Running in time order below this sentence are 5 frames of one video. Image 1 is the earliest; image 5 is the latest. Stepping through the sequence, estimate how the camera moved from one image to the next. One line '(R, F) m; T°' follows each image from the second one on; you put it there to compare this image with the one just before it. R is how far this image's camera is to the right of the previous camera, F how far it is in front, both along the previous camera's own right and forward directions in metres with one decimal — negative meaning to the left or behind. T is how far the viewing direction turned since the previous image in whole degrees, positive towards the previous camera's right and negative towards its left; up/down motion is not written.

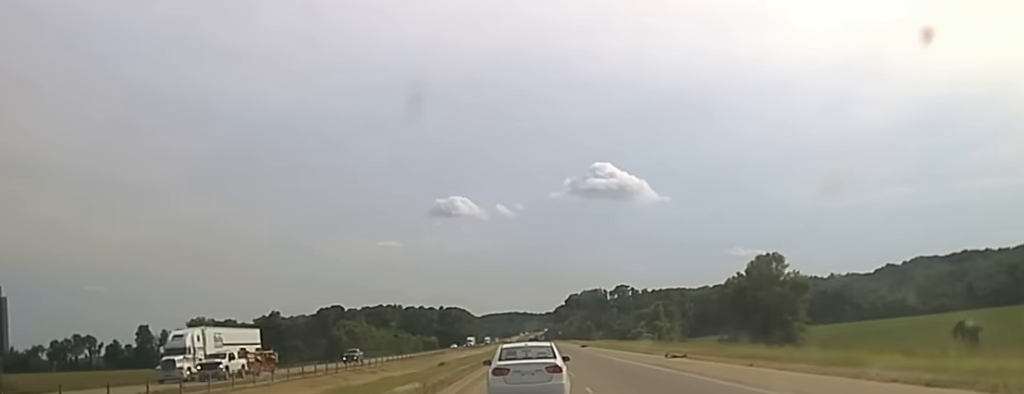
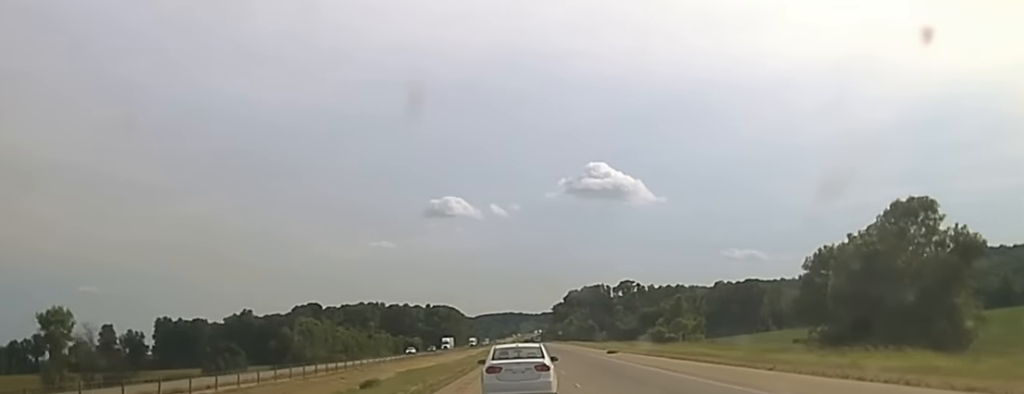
(+0.2, +55.3) m; 0°
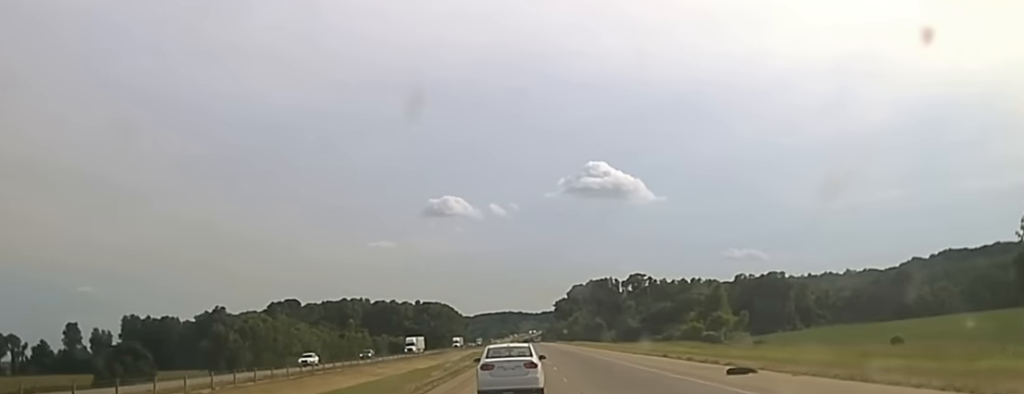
(-0.1, +53.9) m; -1°
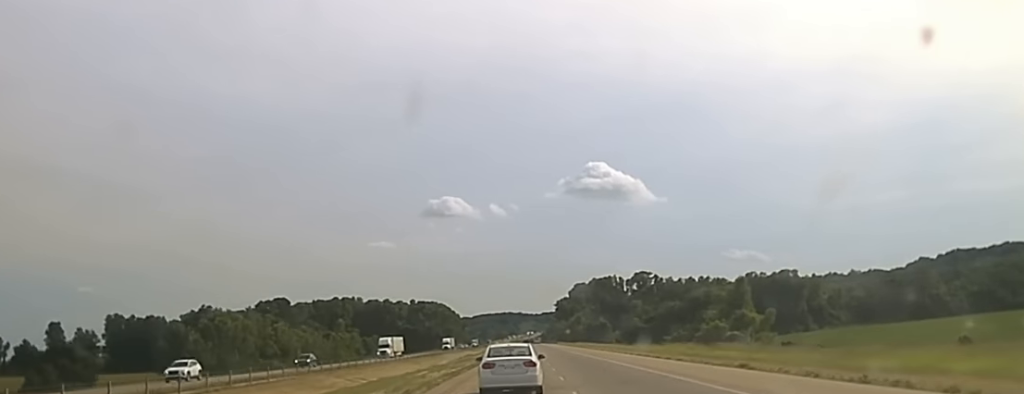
(-0.1, +23.5) m; 0°
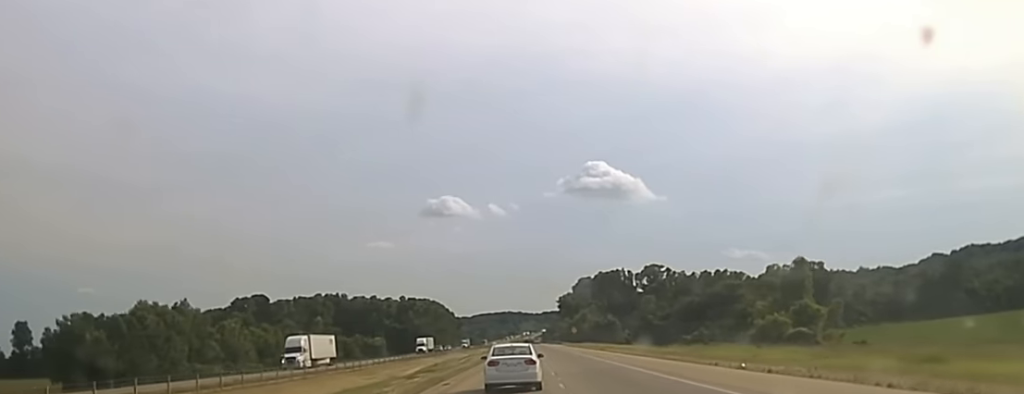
(0.0, +42.0) m; 0°
